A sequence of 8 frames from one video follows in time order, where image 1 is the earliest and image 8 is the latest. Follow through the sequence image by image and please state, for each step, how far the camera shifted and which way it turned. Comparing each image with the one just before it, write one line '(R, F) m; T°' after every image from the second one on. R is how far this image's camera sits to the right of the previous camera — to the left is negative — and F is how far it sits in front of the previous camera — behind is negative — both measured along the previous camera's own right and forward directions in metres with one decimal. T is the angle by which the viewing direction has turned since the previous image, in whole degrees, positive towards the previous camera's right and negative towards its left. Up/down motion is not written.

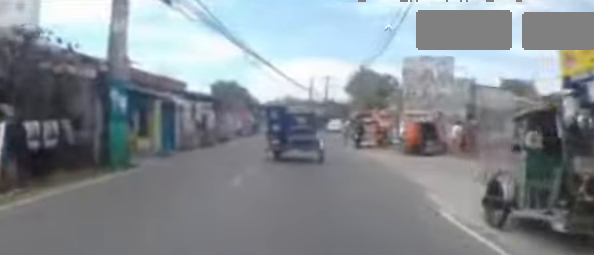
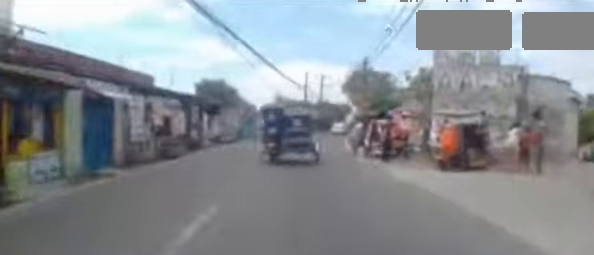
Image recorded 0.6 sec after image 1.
(+0.1, +3.5) m; +2°
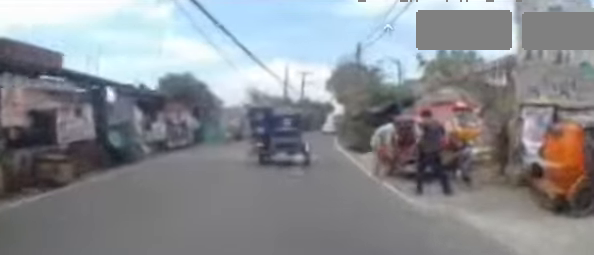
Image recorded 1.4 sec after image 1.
(0.0, +4.9) m; 0°
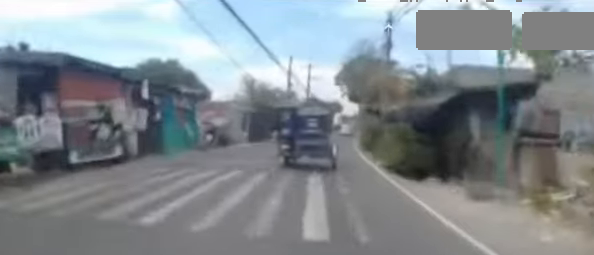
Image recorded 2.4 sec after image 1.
(0.0, +5.6) m; -4°
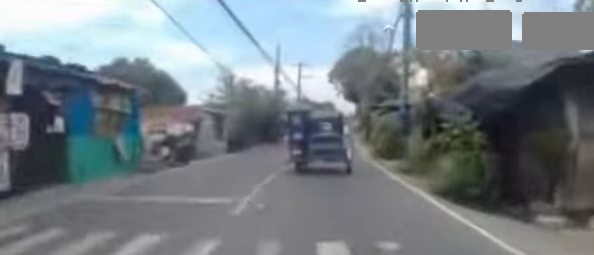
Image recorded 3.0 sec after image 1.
(-0.3, +3.9) m; +3°
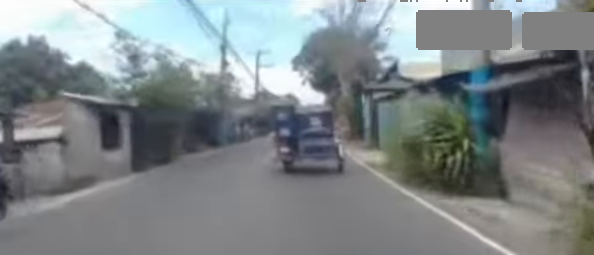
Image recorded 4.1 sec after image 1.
(+0.5, +6.7) m; +5°
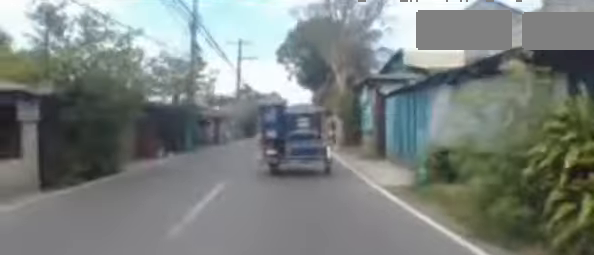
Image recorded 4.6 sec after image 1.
(+0.1, +3.0) m; +2°
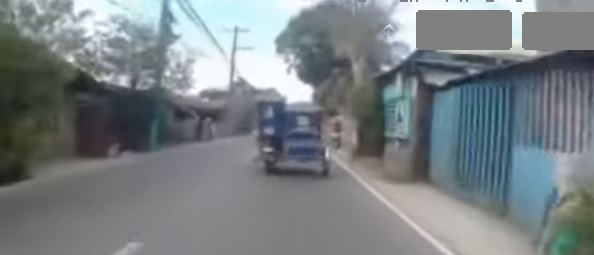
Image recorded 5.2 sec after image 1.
(-0.3, +3.9) m; +3°
